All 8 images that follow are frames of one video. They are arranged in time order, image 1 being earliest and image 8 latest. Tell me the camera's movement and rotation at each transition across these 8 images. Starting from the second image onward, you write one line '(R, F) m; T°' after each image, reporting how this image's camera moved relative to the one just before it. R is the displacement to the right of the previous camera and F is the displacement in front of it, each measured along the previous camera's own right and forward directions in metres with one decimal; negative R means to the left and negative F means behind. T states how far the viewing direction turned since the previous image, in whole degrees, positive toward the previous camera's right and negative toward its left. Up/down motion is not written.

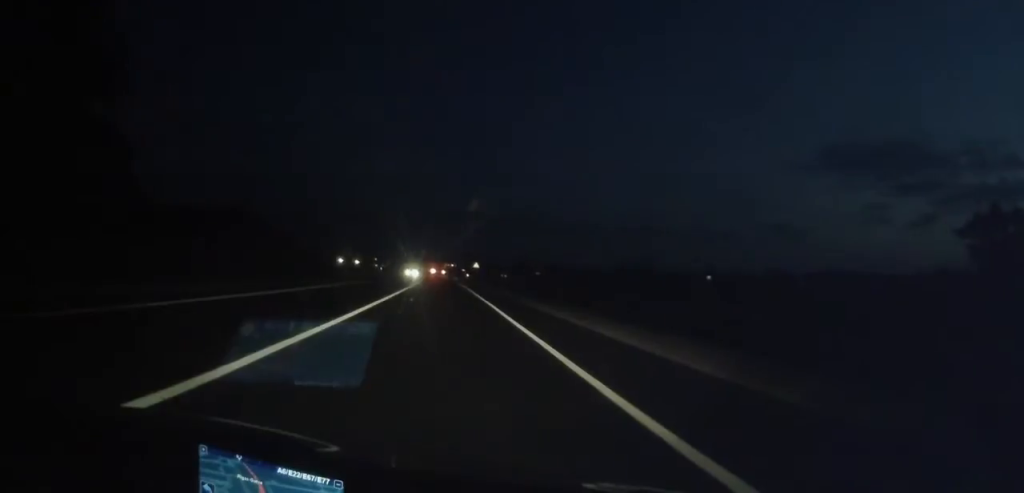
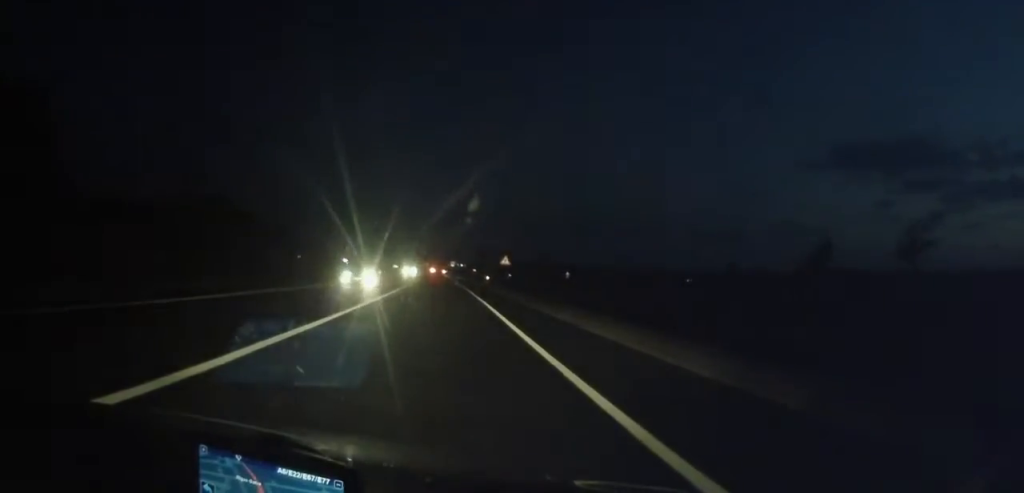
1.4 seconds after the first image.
(-0.4, +37.9) m; -1°
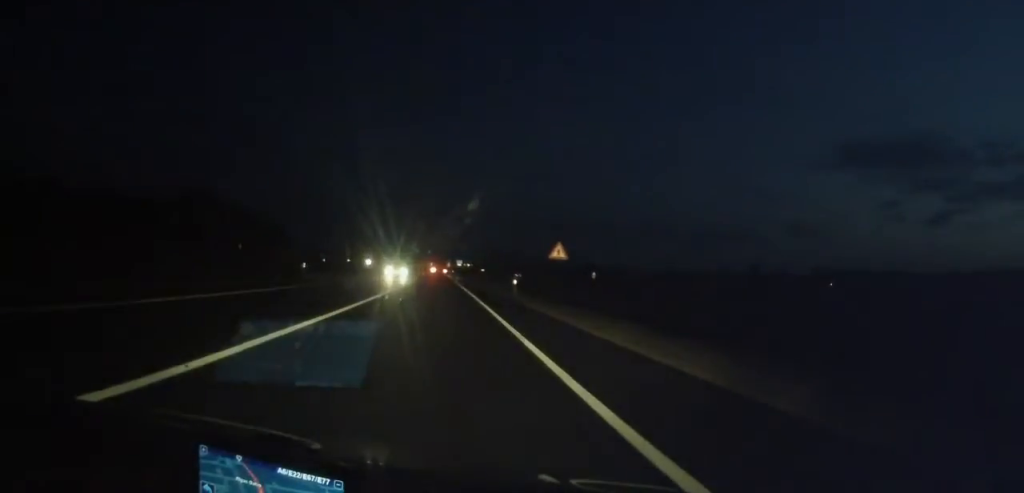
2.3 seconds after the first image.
(-0.3, +23.7) m; 0°
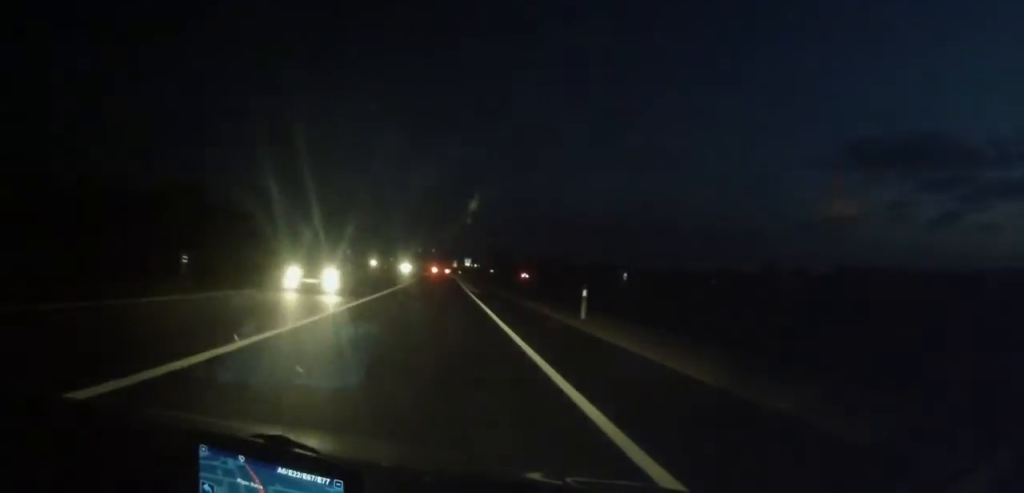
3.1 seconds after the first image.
(+0.2, +20.8) m; 0°
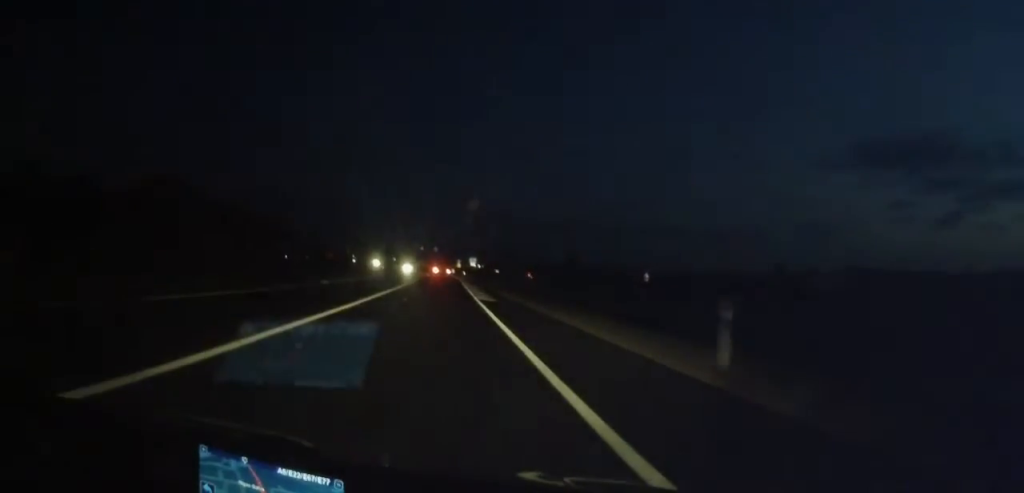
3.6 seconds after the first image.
(0.0, +11.2) m; 0°
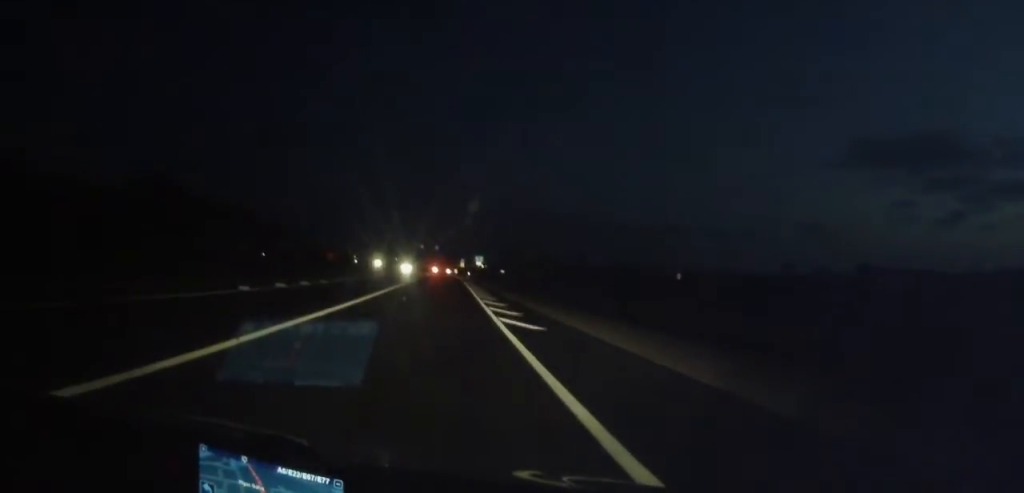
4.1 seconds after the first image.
(-0.1, +14.6) m; -1°
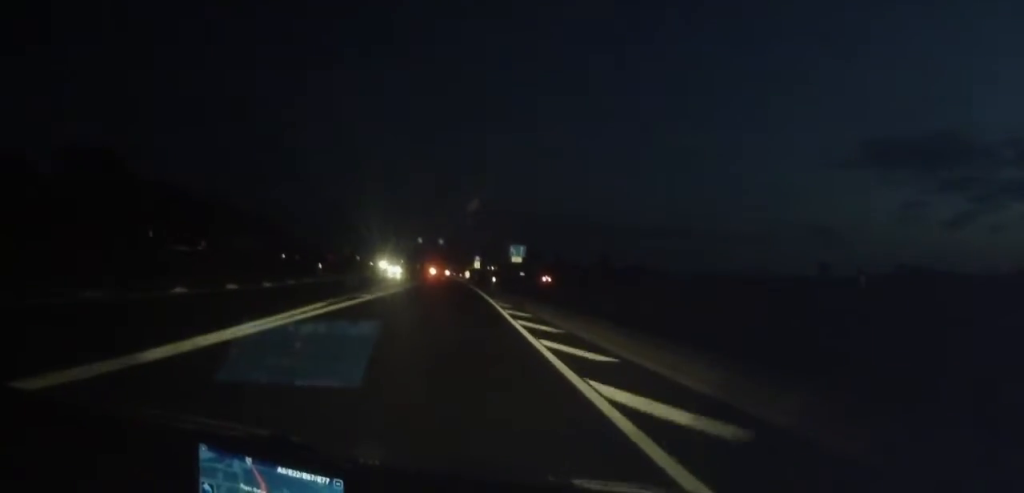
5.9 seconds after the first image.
(-0.6, +44.8) m; -1°
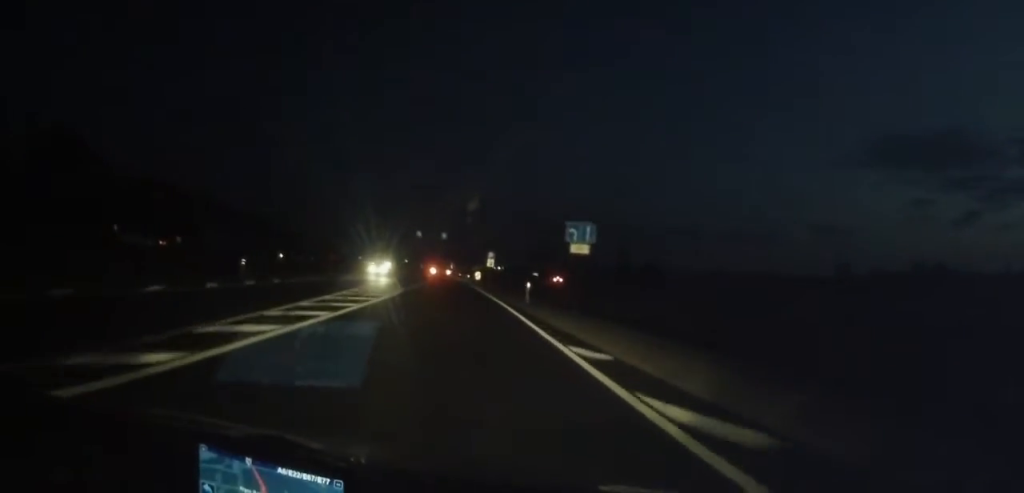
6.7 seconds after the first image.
(0.0, +20.8) m; 0°
